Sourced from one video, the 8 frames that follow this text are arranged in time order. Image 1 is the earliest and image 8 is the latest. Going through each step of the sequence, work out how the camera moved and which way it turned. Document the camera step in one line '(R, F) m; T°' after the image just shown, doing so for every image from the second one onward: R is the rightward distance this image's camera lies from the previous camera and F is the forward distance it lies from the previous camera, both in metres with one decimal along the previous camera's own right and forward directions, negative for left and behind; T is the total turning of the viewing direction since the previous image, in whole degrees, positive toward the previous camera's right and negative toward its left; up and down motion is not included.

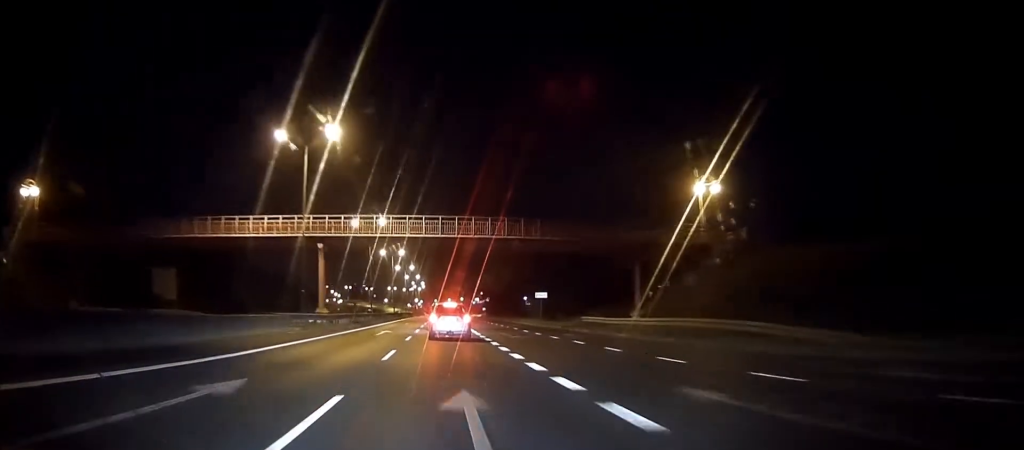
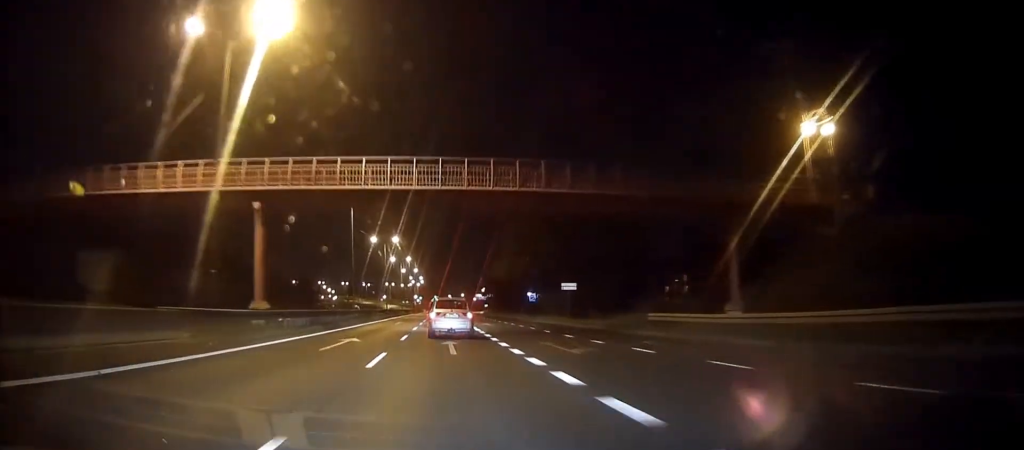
(-0.1, +14.0) m; 0°
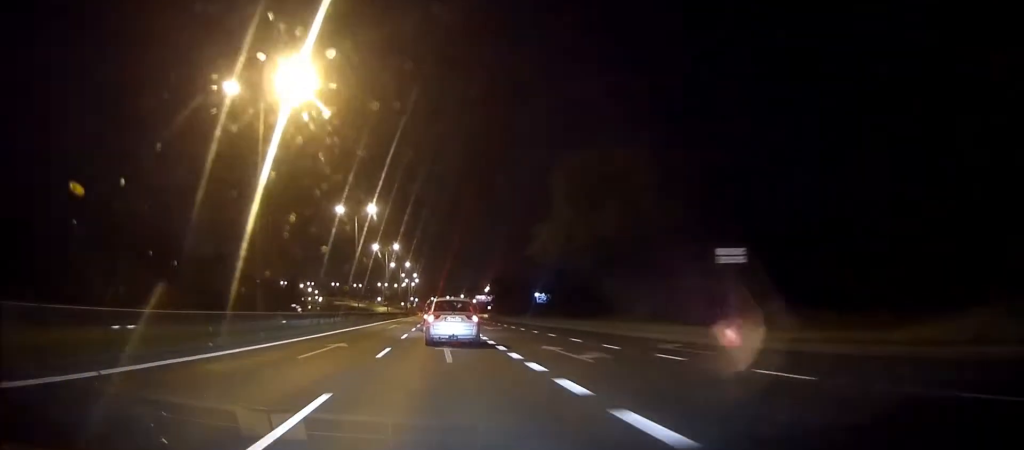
(+0.1, +29.0) m; +1°
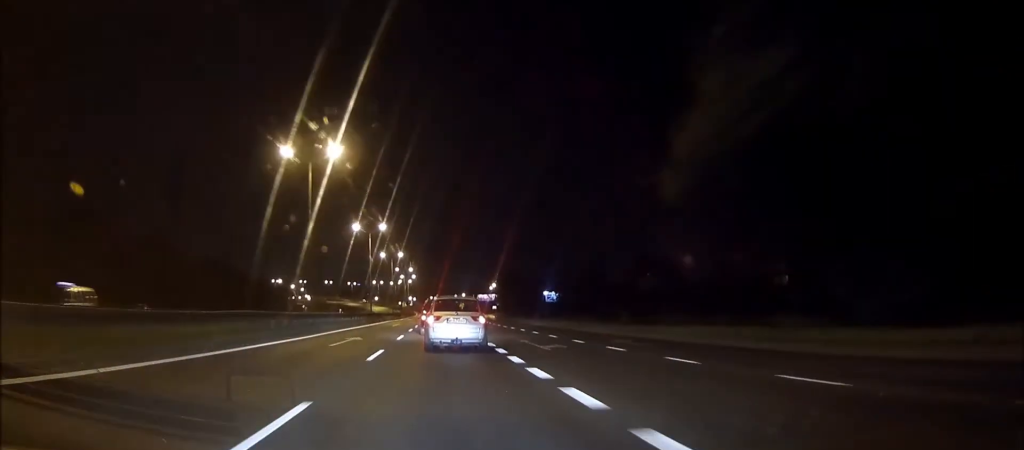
(0.0, +22.1) m; 0°
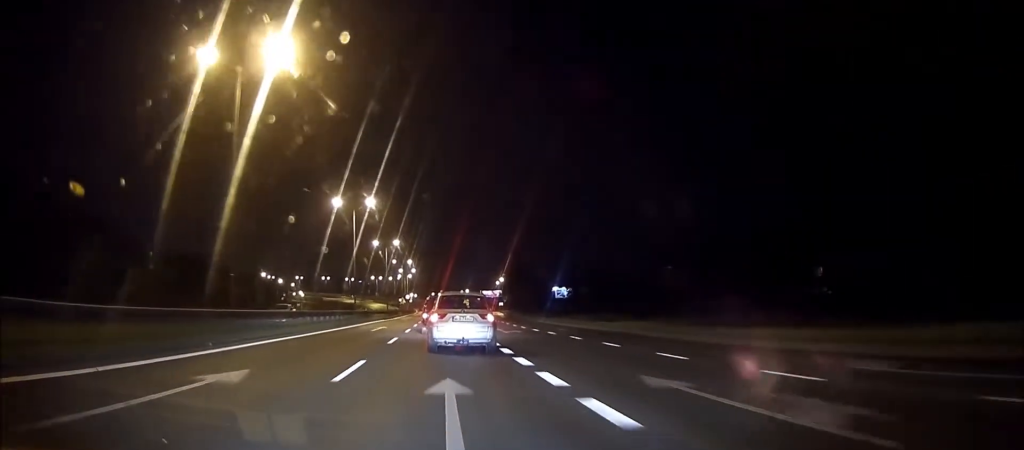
(0.0, +15.6) m; 0°
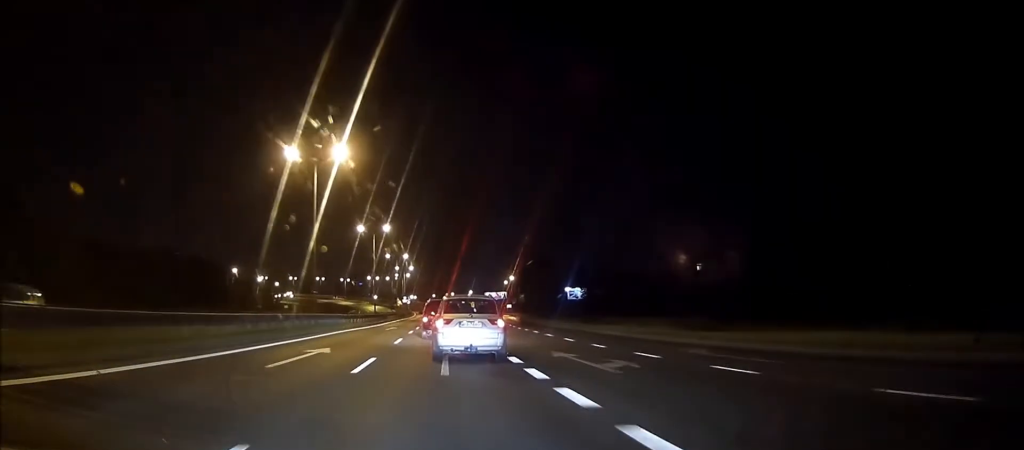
(-0.1, +20.1) m; -1°
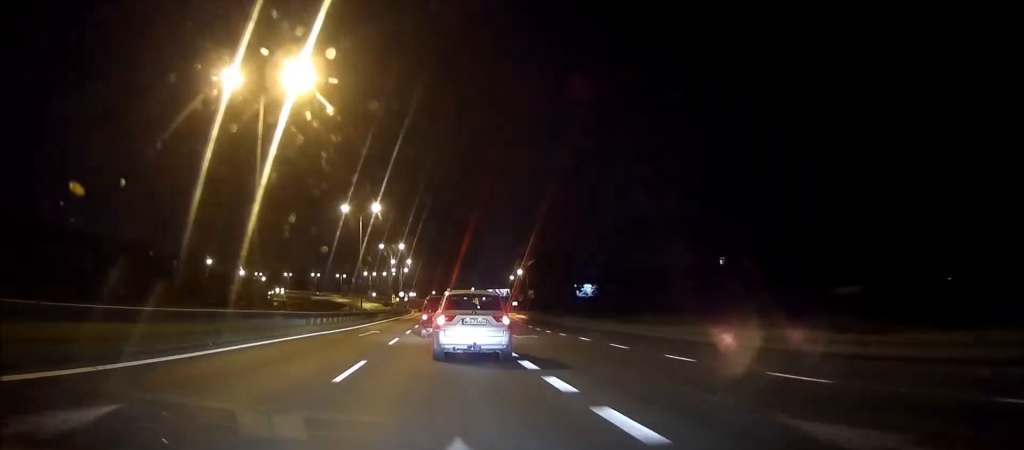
(0.0, +13.6) m; -1°
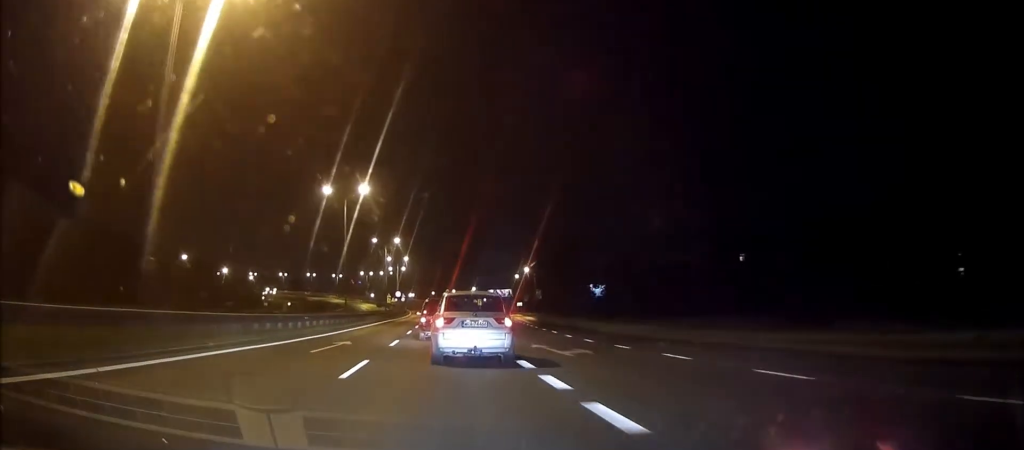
(-0.1, +10.8) m; -1°
